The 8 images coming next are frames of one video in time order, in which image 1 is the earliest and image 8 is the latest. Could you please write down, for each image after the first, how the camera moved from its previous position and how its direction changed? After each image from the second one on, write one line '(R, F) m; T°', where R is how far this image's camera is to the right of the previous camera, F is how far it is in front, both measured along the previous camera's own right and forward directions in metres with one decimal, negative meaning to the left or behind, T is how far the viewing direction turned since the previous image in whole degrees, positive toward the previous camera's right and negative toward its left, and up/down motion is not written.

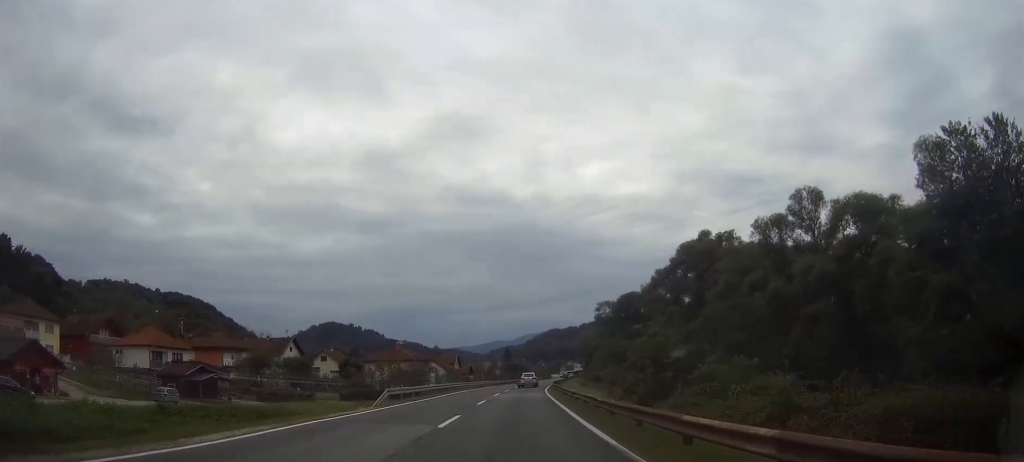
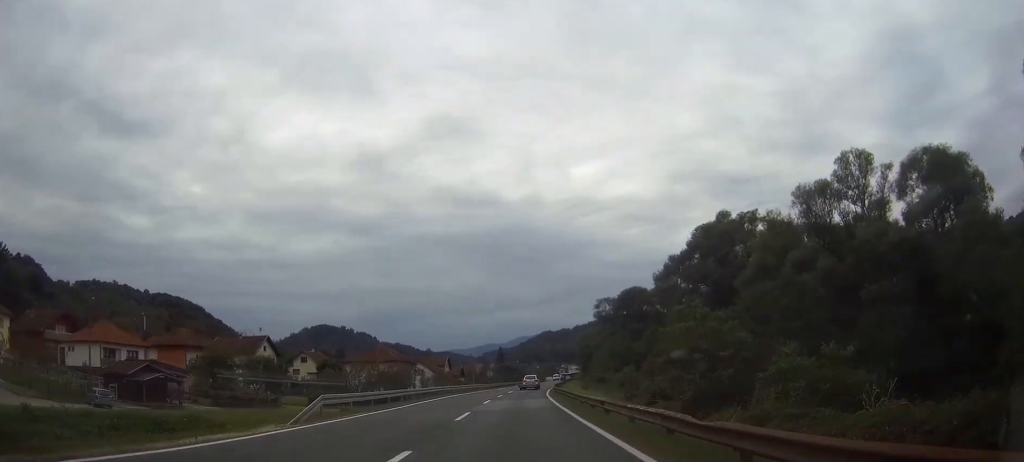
(+0.1, +11.0) m; +1°
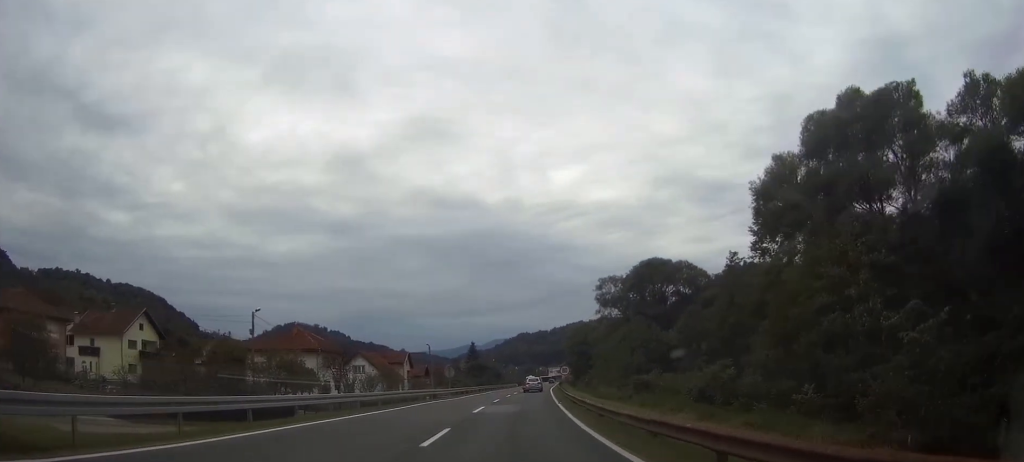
(+0.7, +37.1) m; +2°
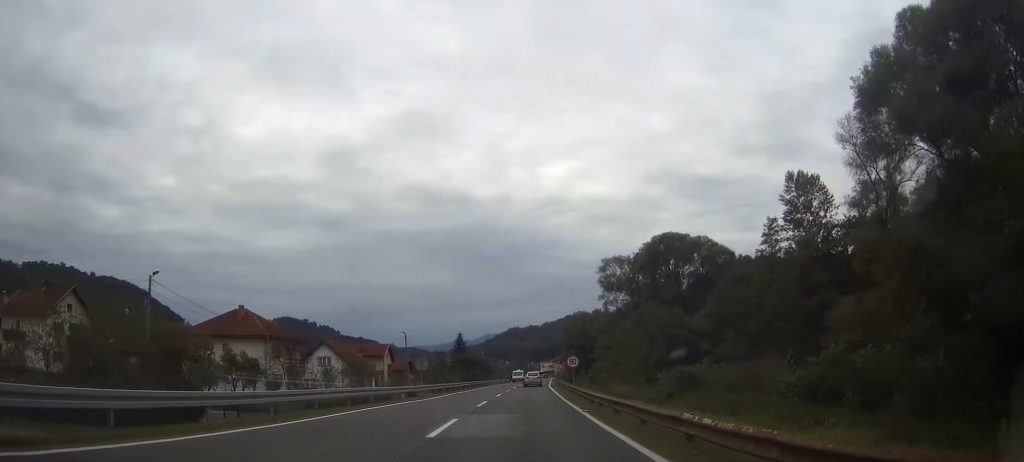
(+0.2, +14.8) m; +1°
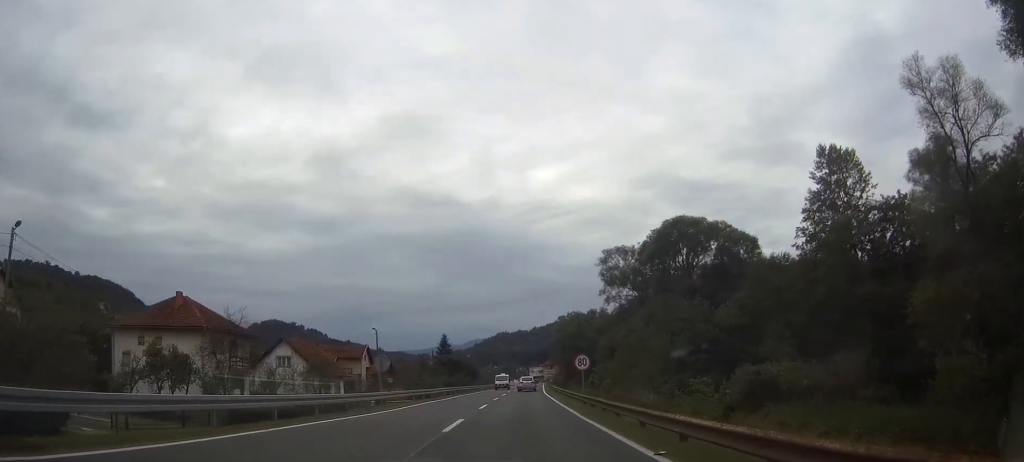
(0.0, +11.9) m; +1°
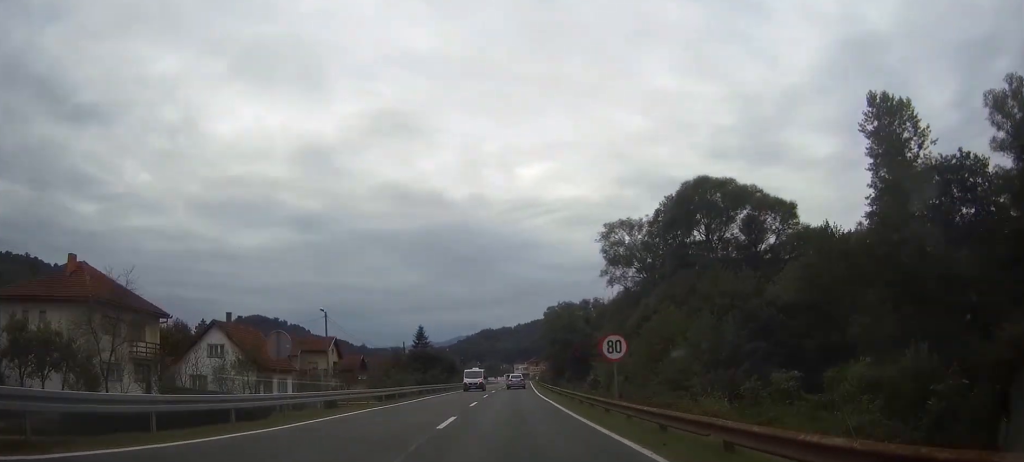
(+0.2, +14.5) m; +1°
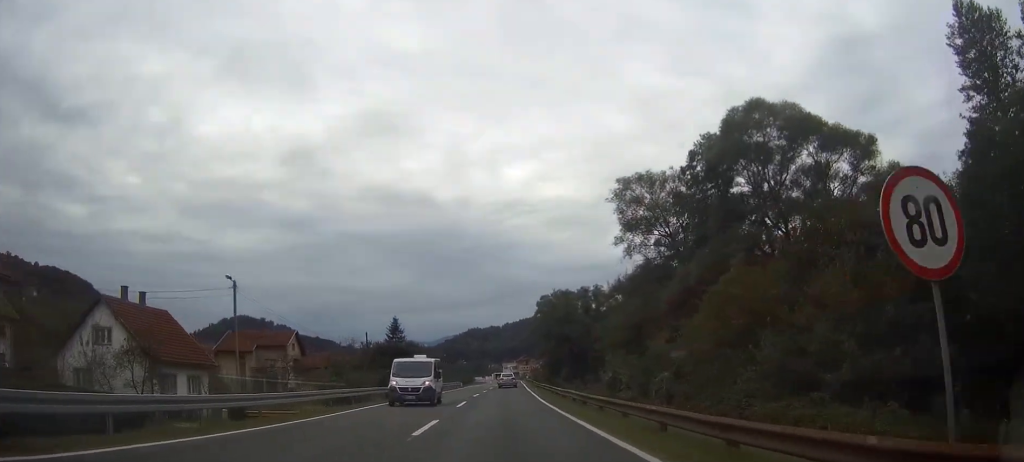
(+0.2, +17.2) m; +1°
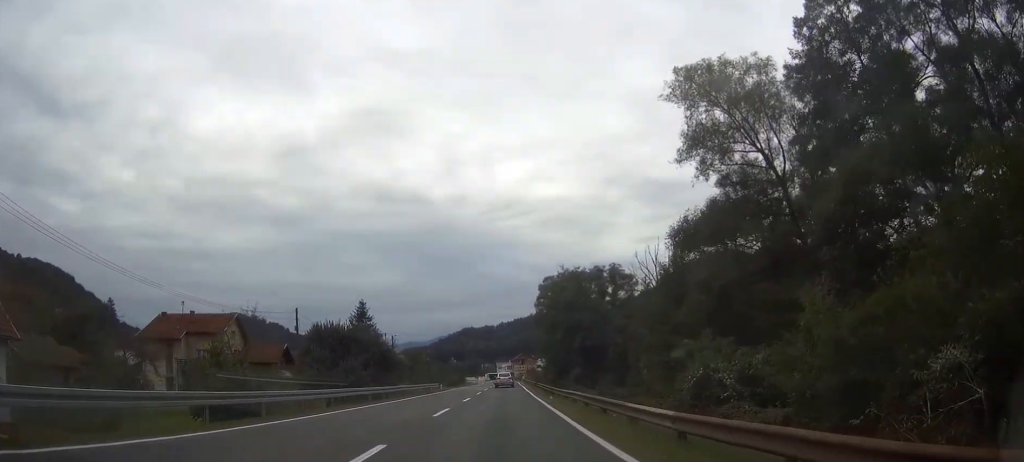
(+0.1, +23.0) m; +1°
